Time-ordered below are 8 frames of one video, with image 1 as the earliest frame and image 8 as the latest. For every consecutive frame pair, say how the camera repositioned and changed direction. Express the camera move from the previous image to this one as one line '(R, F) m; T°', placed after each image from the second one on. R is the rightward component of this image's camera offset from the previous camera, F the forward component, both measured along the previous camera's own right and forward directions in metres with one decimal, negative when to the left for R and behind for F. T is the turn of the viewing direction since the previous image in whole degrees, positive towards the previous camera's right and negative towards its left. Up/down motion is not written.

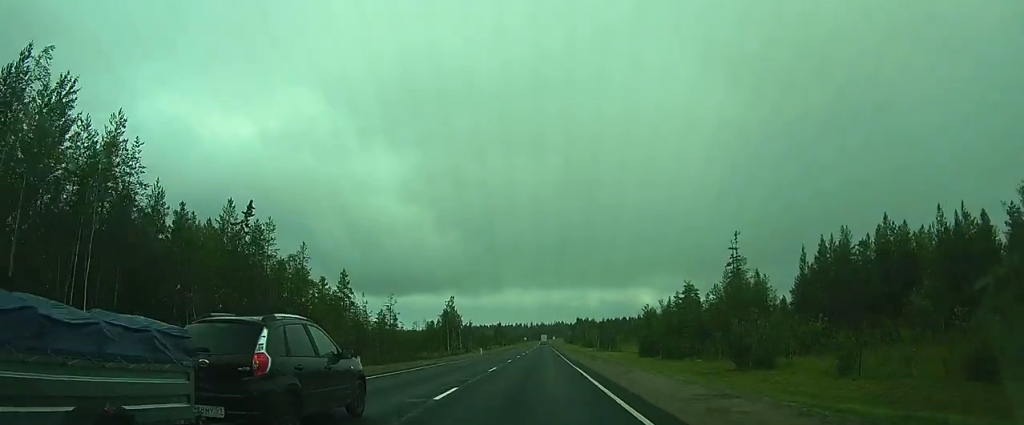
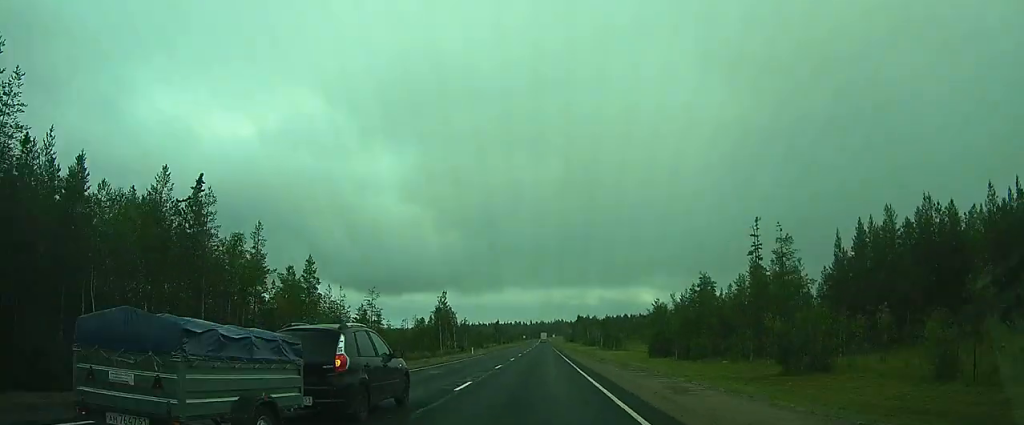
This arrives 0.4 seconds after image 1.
(0.0, +9.6) m; 0°
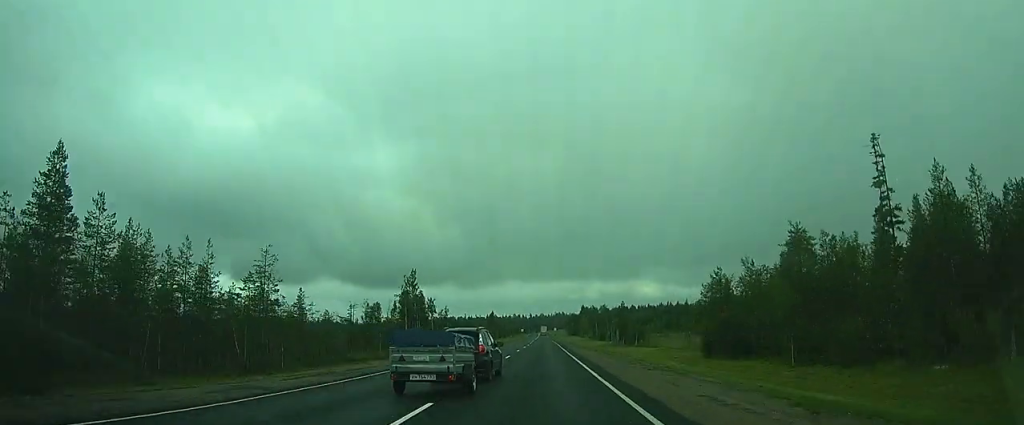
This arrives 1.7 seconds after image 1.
(0.0, +31.8) m; 0°
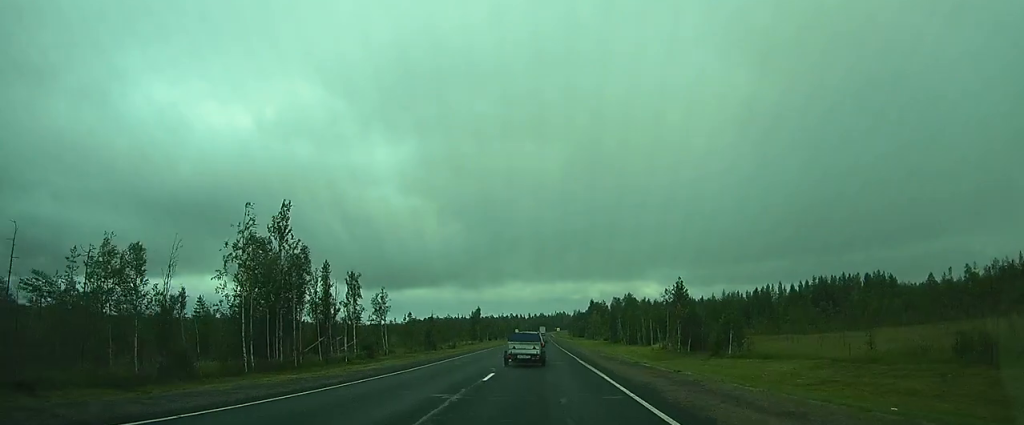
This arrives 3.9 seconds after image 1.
(-0.4, +51.8) m; -1°
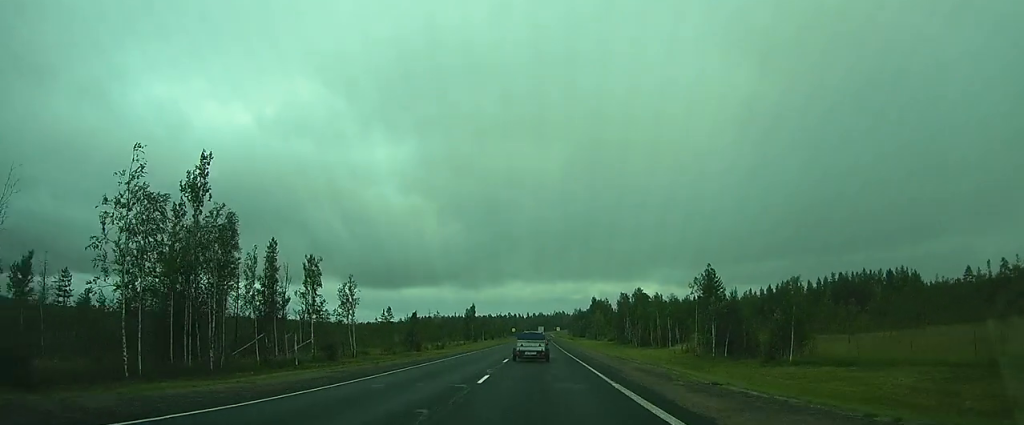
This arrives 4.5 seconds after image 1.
(0.0, +13.2) m; 0°
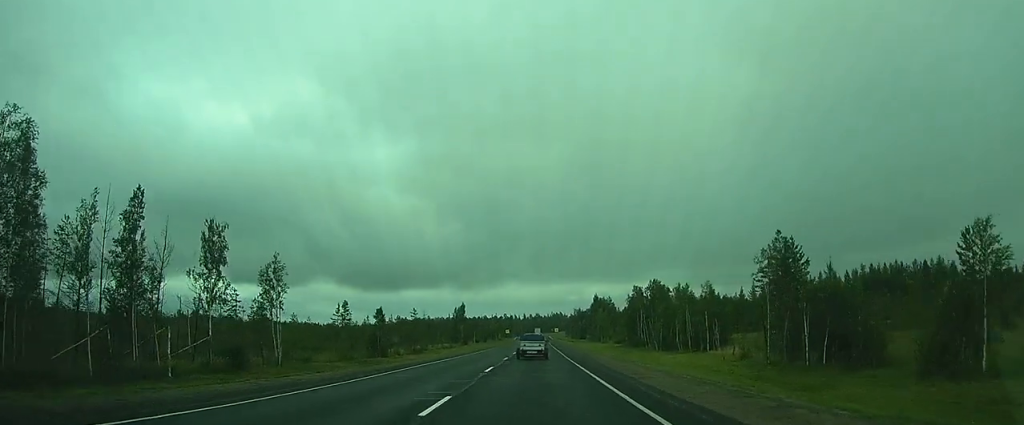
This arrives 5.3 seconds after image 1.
(0.0, +18.6) m; 0°
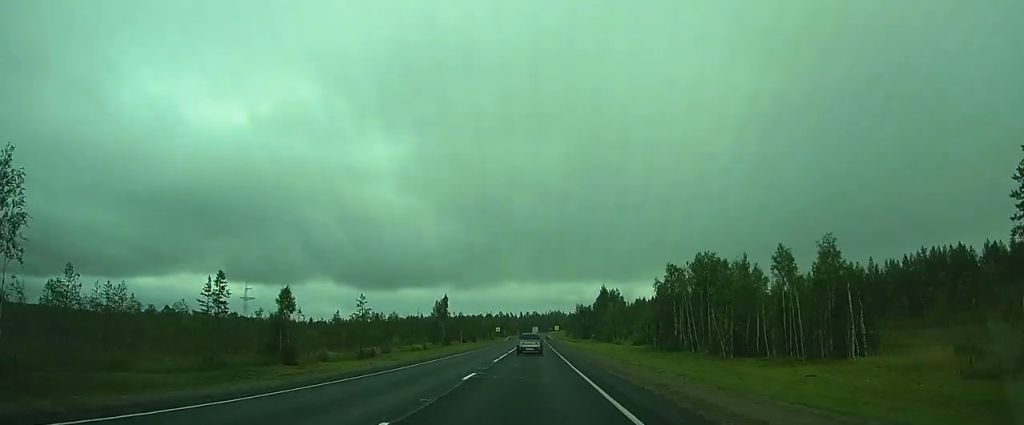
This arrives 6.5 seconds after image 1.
(+0.1, +27.8) m; 0°
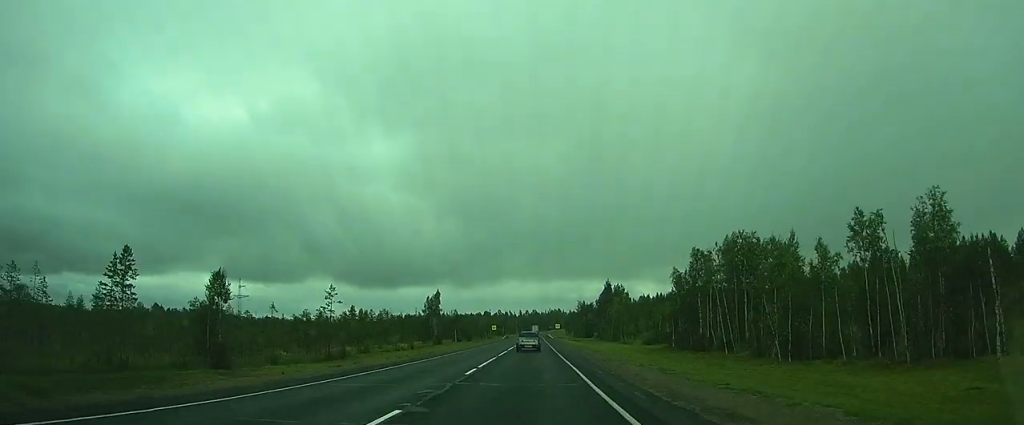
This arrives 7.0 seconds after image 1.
(0.0, +10.7) m; 0°
